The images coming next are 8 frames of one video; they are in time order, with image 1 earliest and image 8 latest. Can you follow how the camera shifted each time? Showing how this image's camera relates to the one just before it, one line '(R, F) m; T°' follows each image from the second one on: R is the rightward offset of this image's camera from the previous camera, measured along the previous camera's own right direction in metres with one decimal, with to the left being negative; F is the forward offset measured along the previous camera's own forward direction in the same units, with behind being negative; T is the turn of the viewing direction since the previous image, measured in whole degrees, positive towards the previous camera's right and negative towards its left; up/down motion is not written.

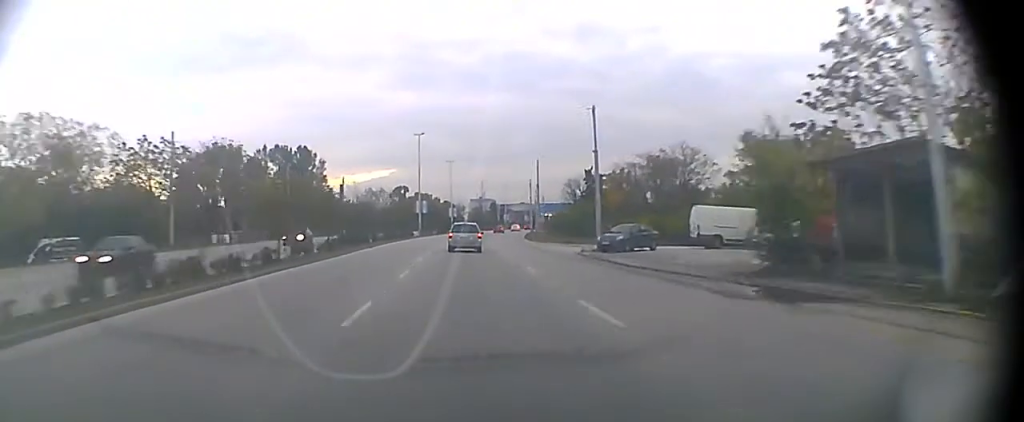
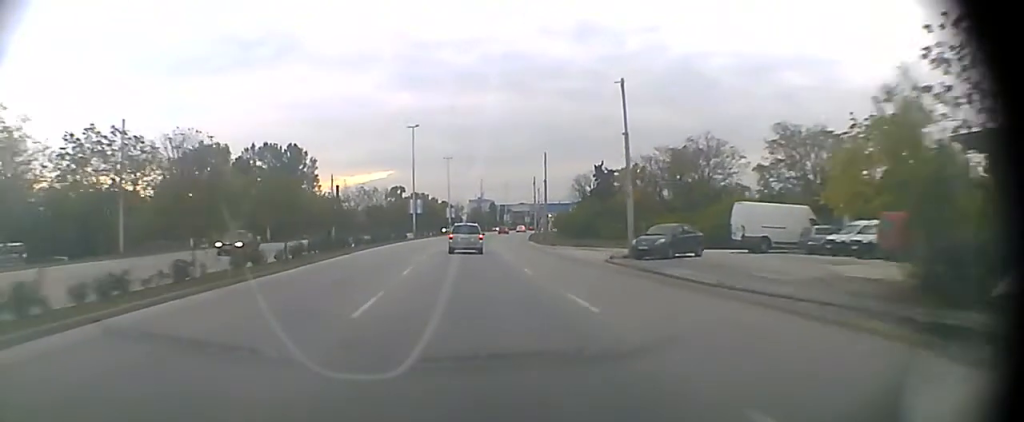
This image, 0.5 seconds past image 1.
(0.0, +8.4) m; 0°
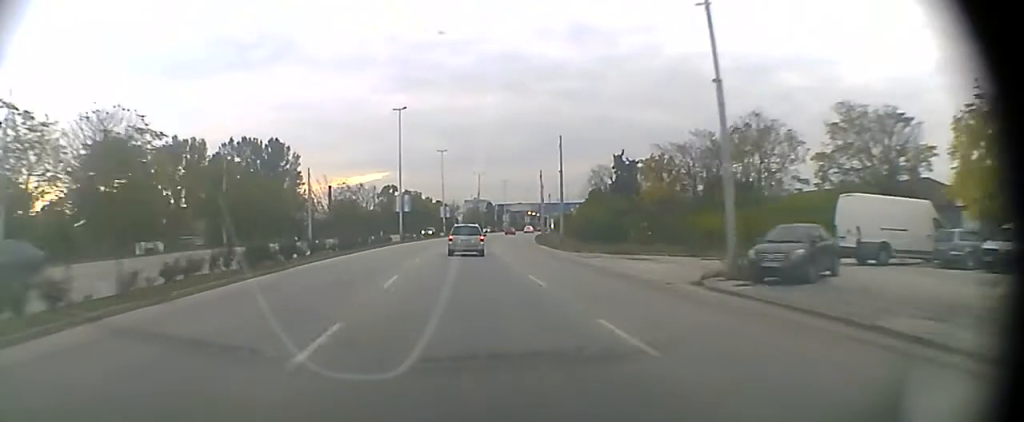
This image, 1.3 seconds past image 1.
(+0.1, +12.6) m; 0°
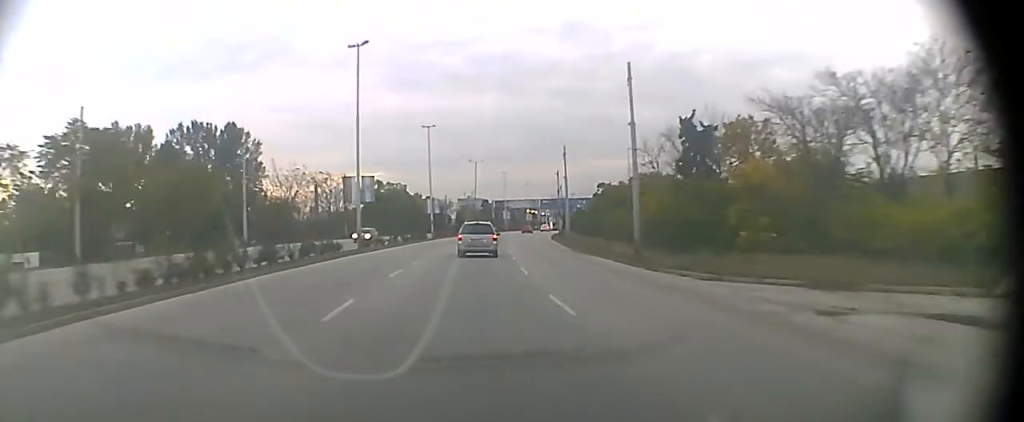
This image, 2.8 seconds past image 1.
(+0.1, +23.3) m; +1°
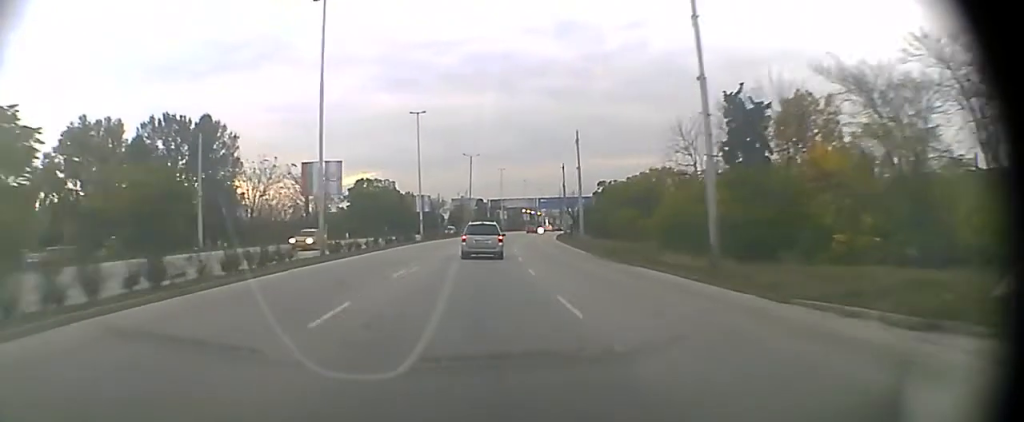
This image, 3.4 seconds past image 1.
(0.0, +9.6) m; +1°
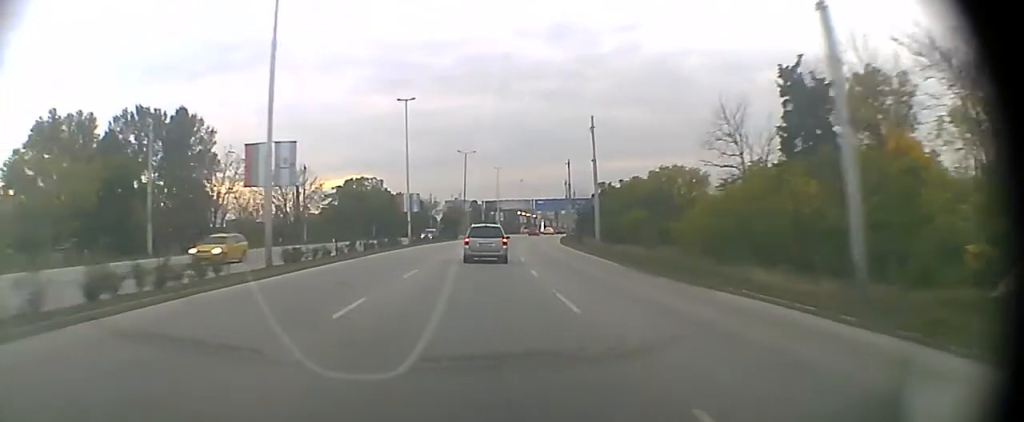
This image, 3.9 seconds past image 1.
(+0.1, +8.5) m; 0°
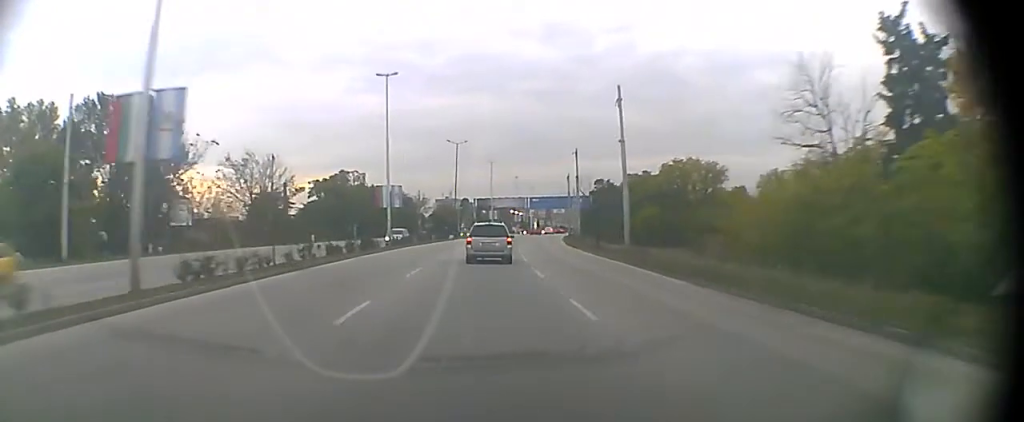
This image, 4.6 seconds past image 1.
(+0.1, +10.7) m; +1°
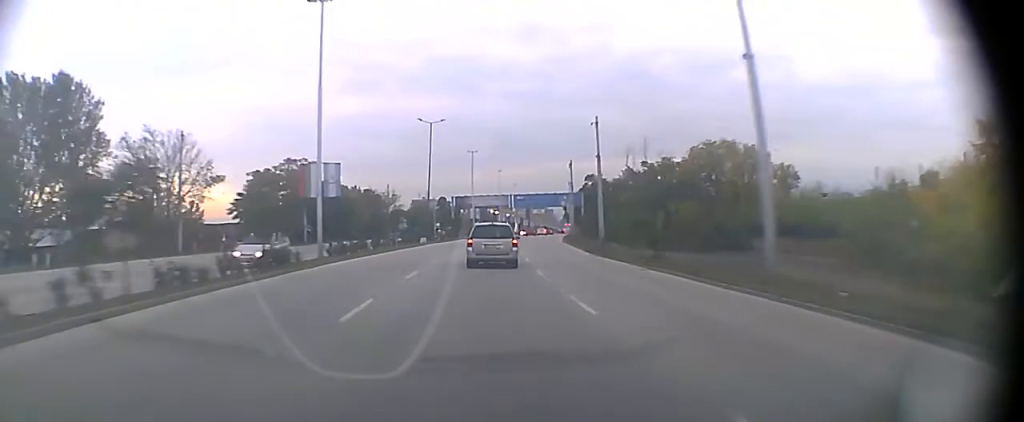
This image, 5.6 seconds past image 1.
(0.0, +16.2) m; +1°
